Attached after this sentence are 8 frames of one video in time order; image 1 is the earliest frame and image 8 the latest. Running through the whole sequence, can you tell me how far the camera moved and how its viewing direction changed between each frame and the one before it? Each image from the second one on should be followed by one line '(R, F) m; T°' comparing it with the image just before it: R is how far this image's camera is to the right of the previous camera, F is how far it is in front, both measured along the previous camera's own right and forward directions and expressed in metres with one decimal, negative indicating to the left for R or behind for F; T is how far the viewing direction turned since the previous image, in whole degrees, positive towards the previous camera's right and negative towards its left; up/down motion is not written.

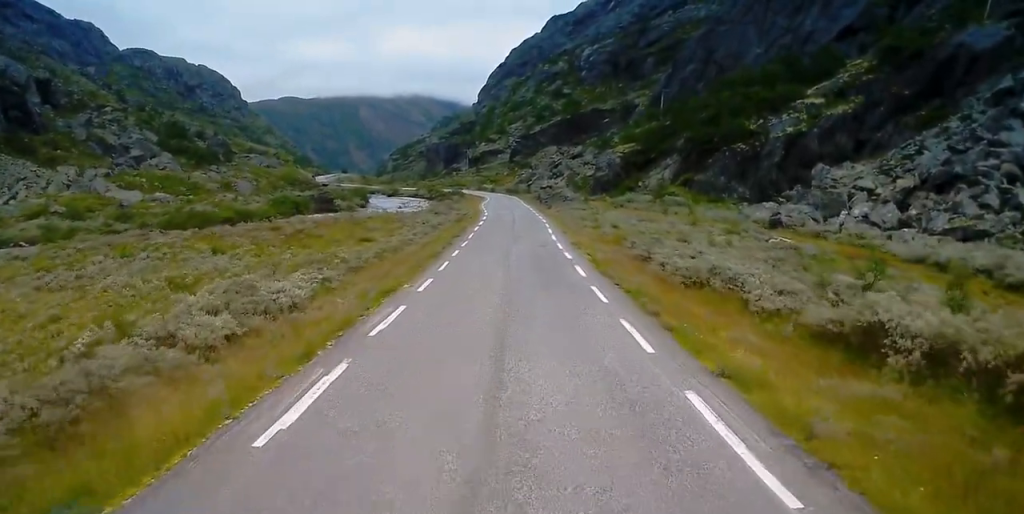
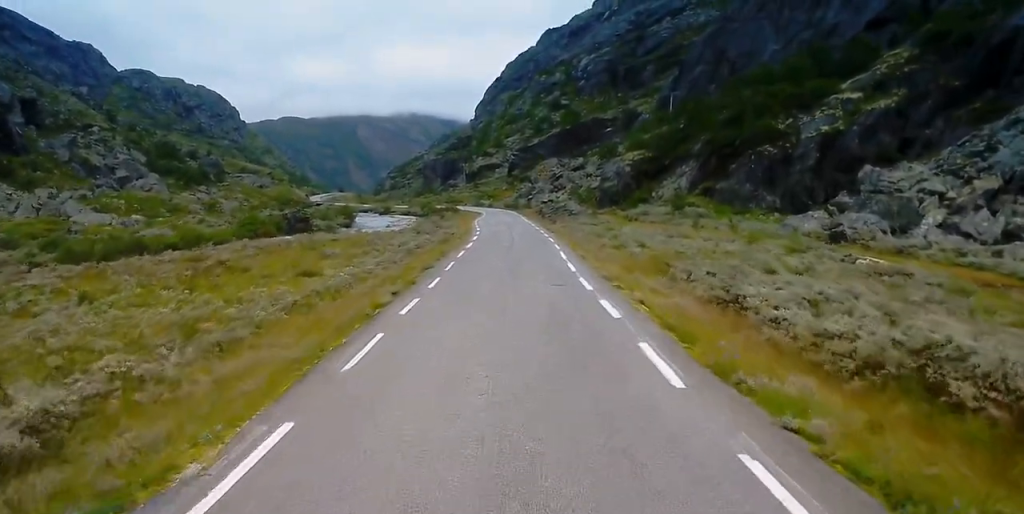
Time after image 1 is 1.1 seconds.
(+0.1, +13.8) m; +1°
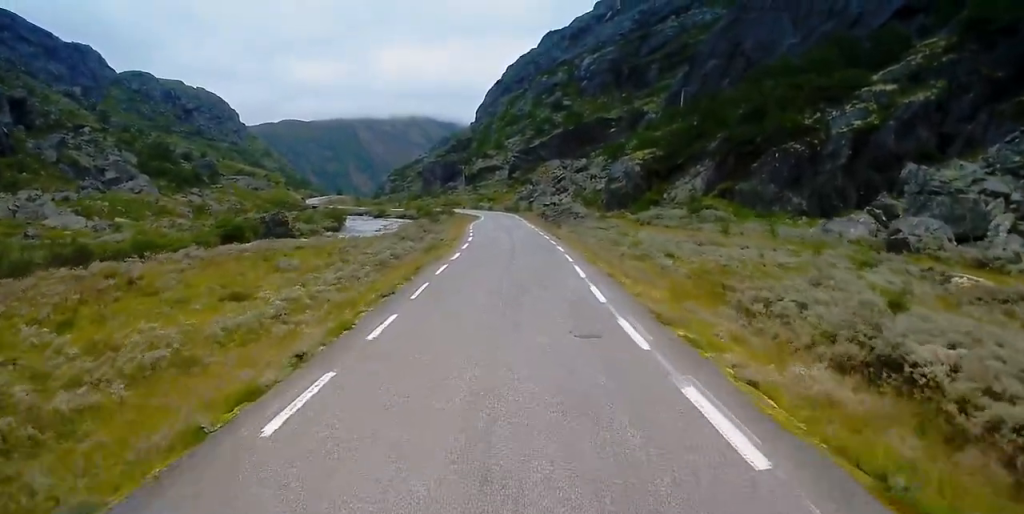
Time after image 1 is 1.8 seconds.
(+0.1, +9.0) m; 0°
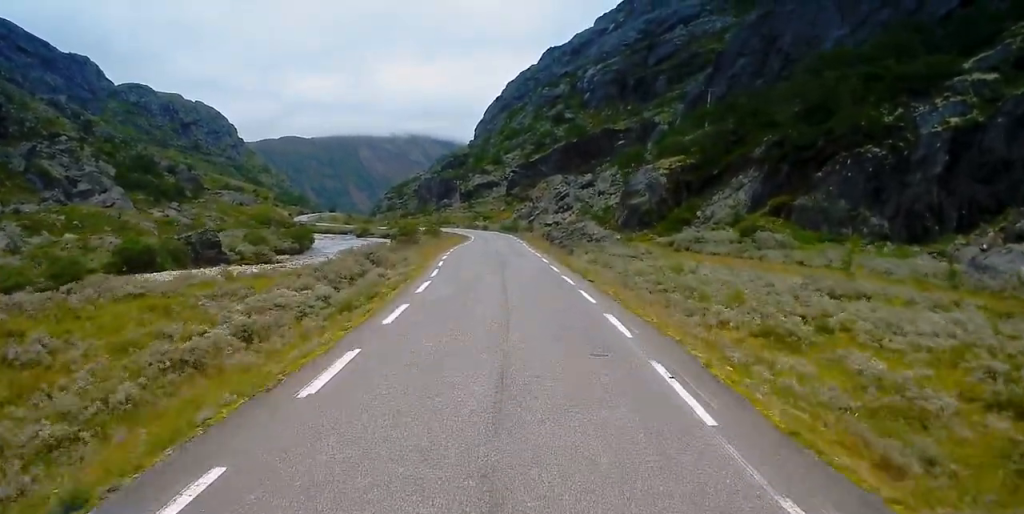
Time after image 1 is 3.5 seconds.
(-0.2, +21.3) m; -1°
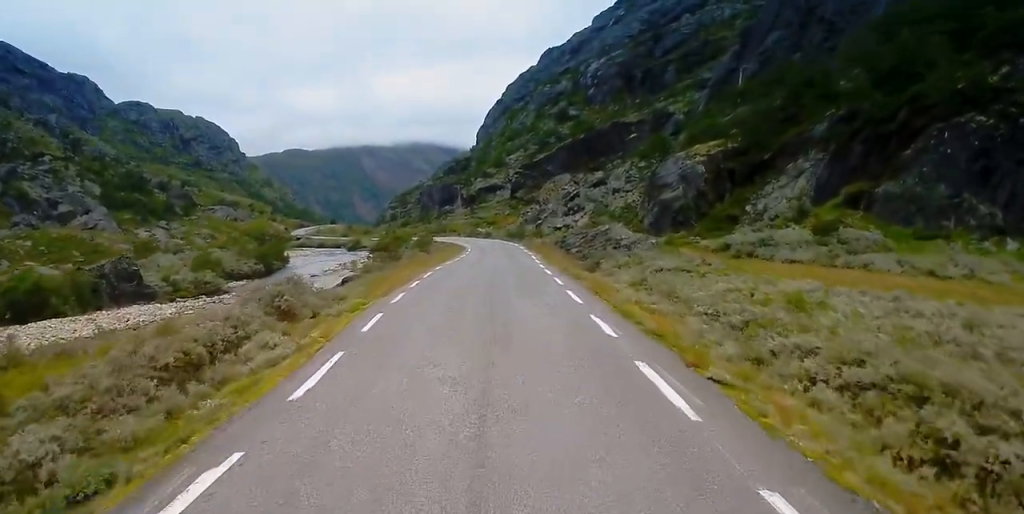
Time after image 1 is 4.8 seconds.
(-0.2, +17.4) m; -3°
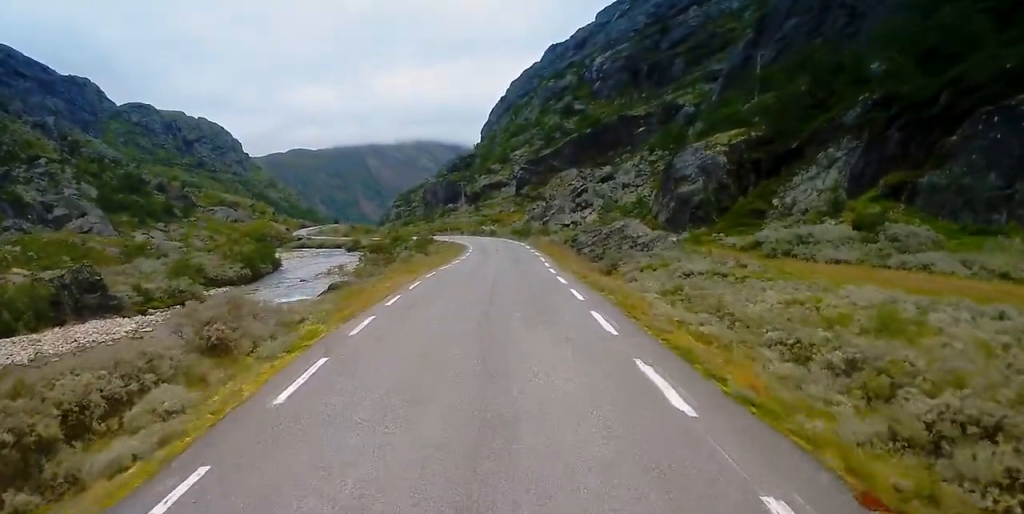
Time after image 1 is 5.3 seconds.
(0.0, +6.2) m; -1°
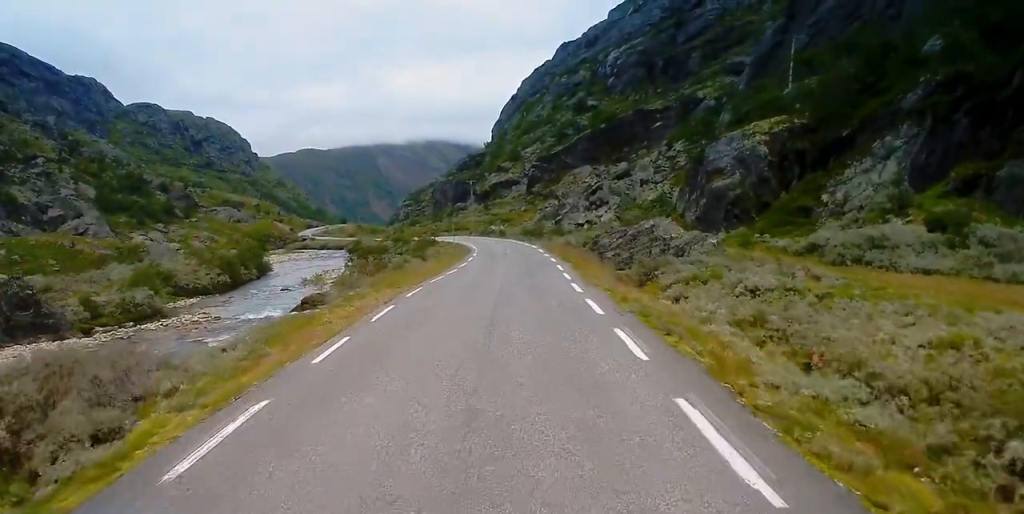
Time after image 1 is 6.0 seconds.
(-0.4, +9.0) m; +1°
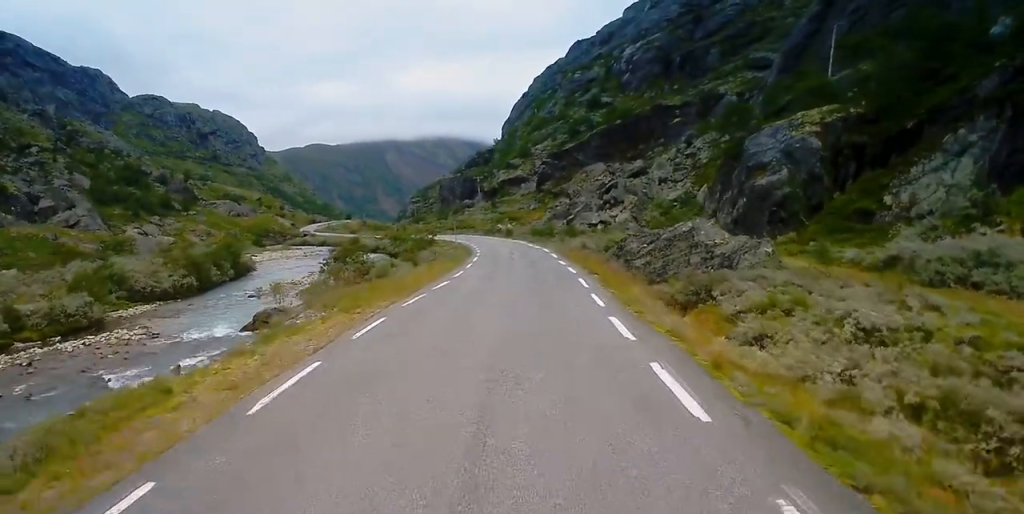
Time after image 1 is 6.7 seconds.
(+0.2, +9.3) m; +1°
